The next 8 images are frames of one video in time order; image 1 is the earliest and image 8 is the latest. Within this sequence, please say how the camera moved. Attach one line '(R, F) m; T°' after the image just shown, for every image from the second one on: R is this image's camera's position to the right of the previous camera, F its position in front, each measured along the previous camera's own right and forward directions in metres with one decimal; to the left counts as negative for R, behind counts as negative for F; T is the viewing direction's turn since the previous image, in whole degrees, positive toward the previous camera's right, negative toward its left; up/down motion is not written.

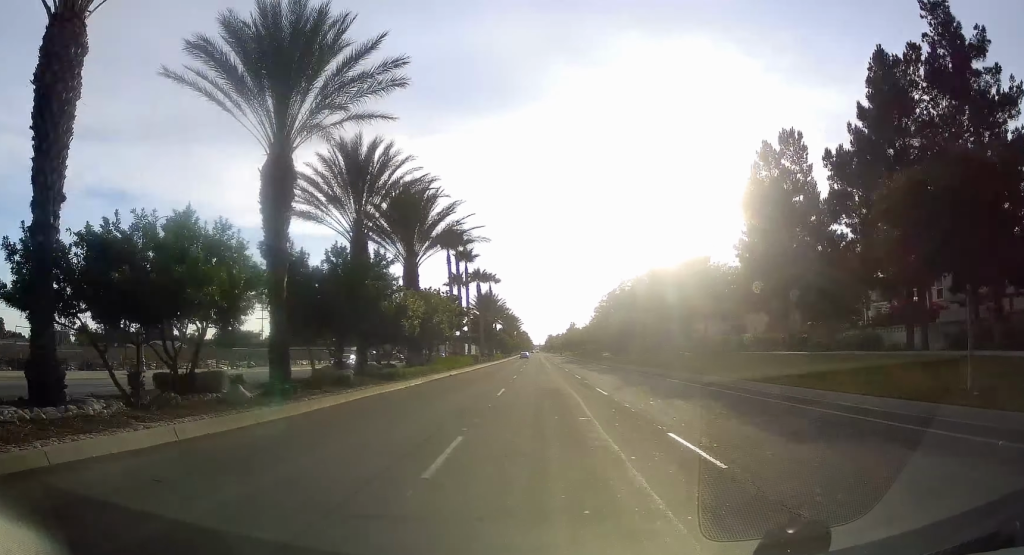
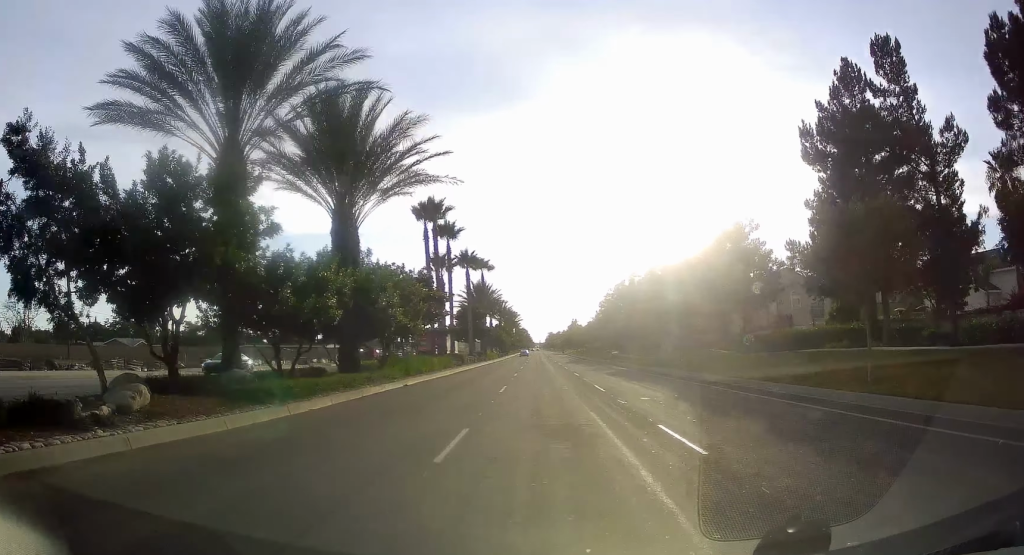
(-0.1, +13.4) m; 0°
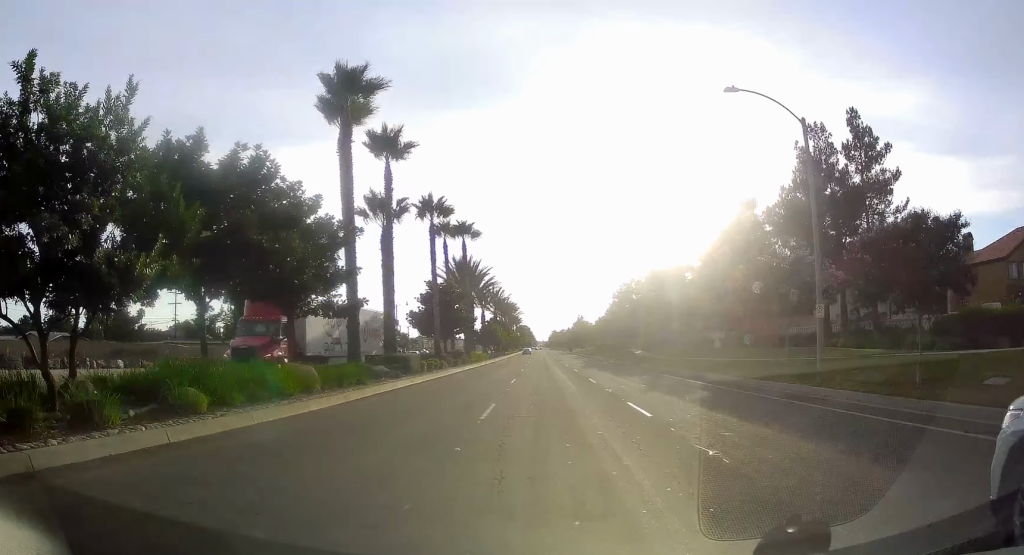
(-0.1, +23.4) m; +1°
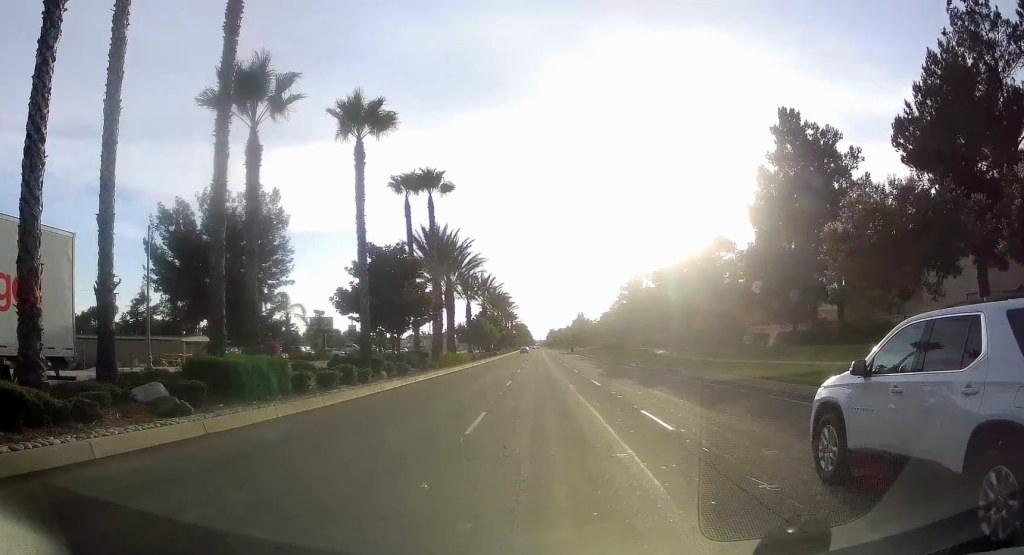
(+0.2, +17.1) m; +1°
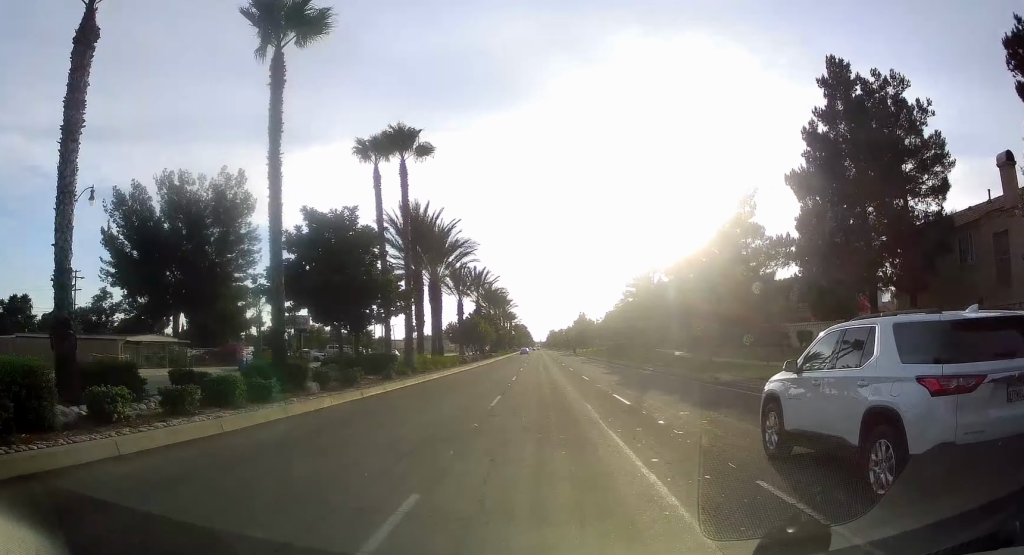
(0.0, +8.6) m; 0°
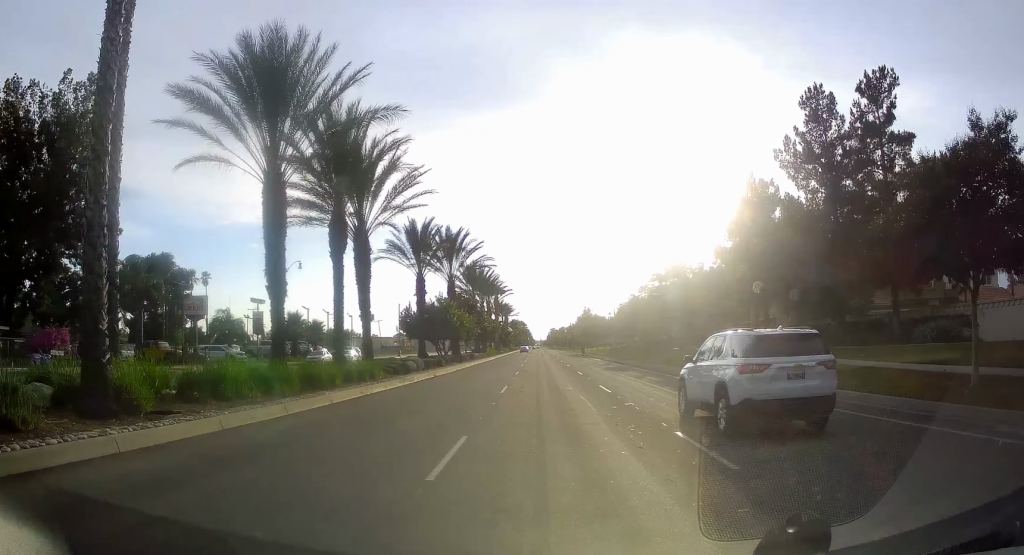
(0.0, +24.6) m; 0°
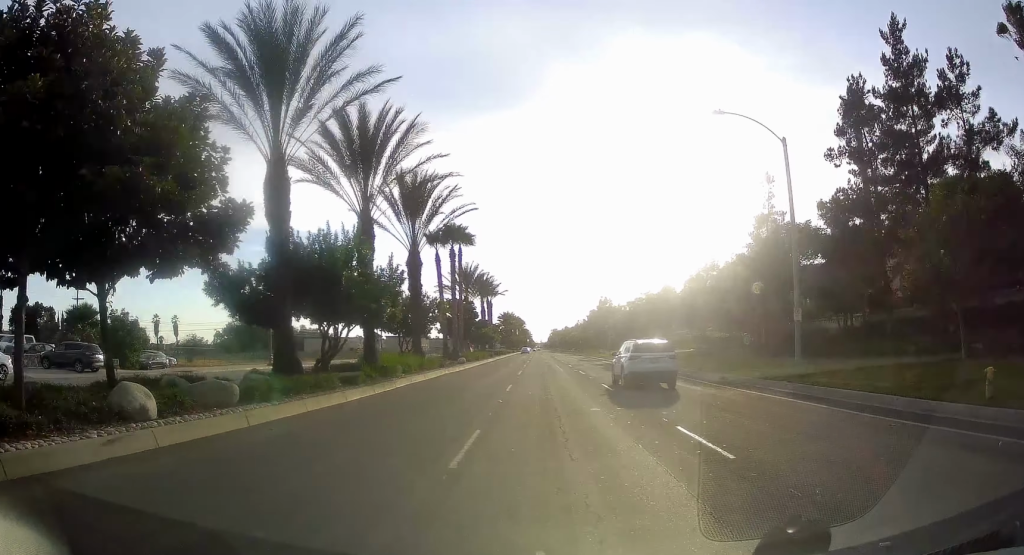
(-0.5, +57.2) m; -1°
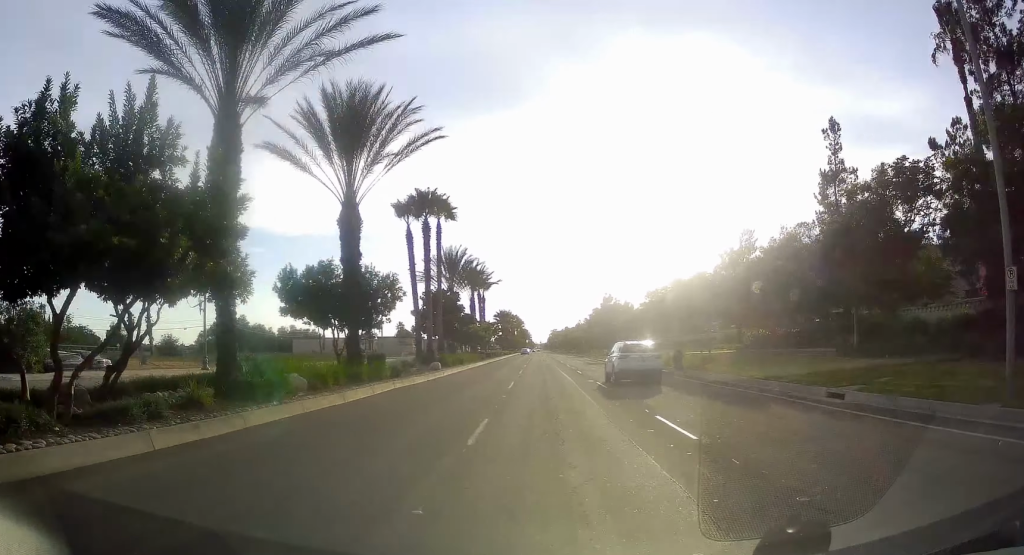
(-0.3, +12.3) m; 0°
